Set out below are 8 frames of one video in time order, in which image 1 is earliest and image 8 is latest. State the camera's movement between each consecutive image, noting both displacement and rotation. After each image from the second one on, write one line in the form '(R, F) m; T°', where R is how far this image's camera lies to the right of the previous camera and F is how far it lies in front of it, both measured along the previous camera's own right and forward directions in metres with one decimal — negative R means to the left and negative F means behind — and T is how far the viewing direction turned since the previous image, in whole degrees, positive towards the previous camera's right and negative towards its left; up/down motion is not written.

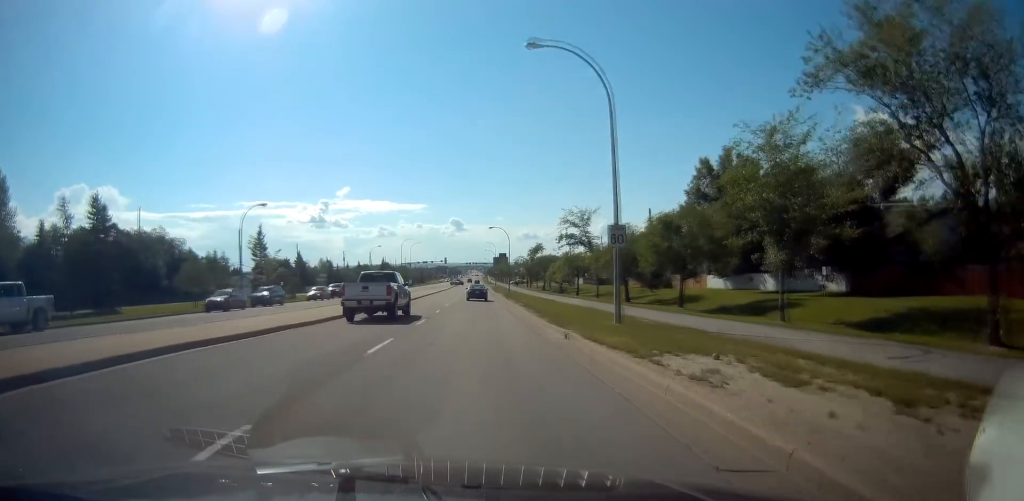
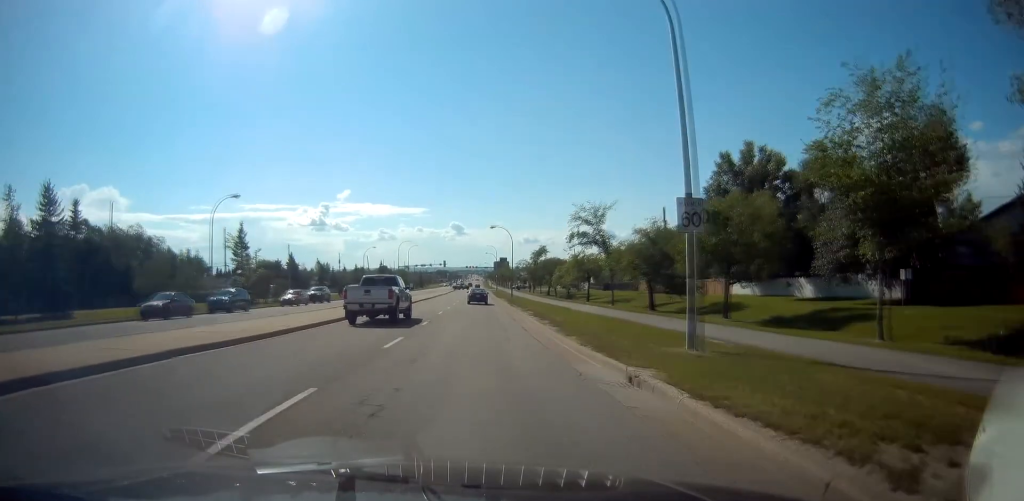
(0.0, +6.7) m; +1°
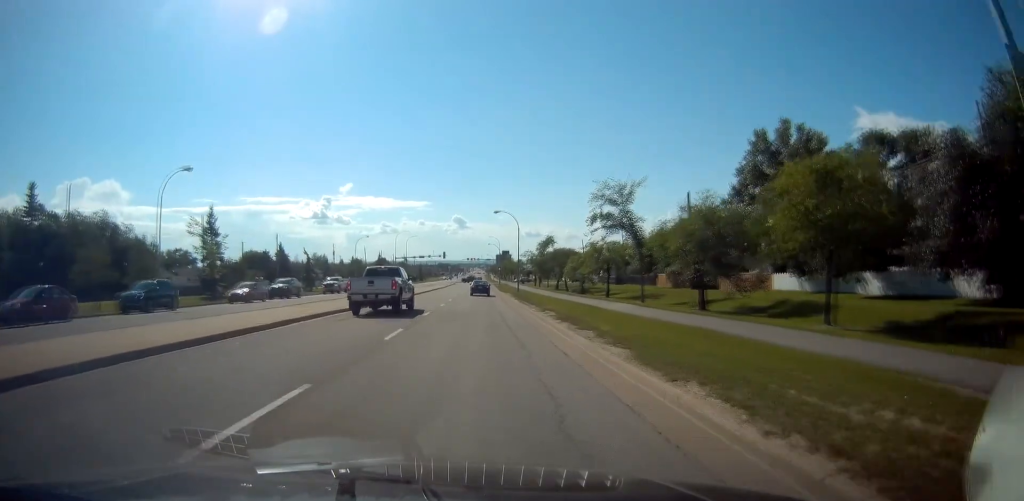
(0.0, +9.1) m; +1°
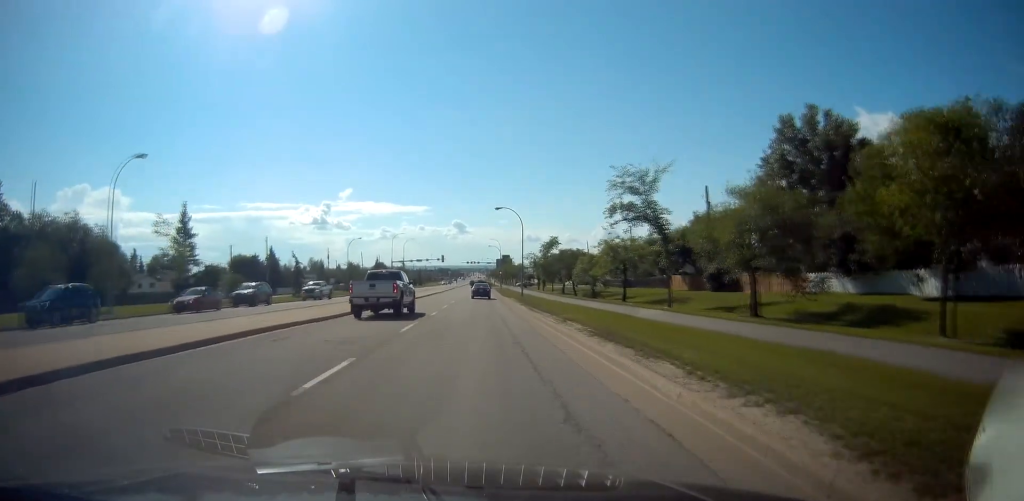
(+0.2, +6.3) m; 0°
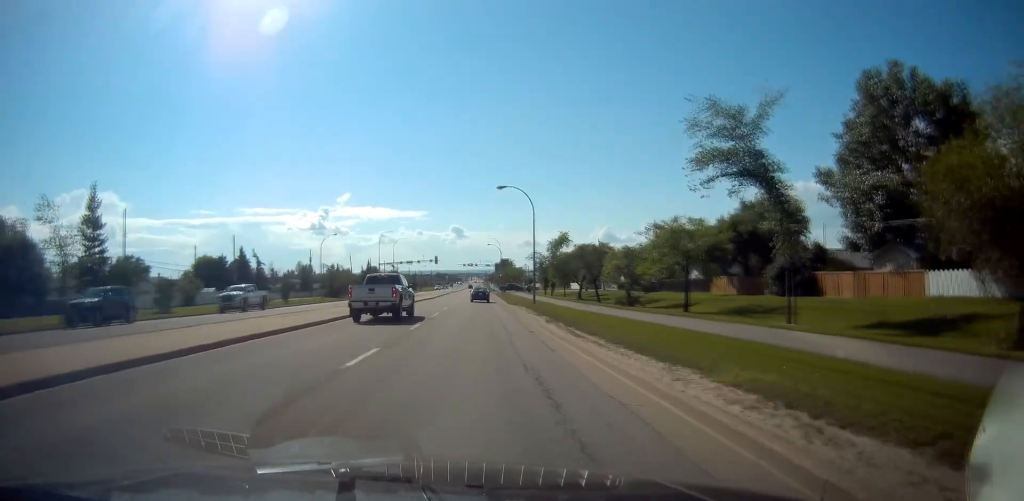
(-0.1, +15.4) m; -1°
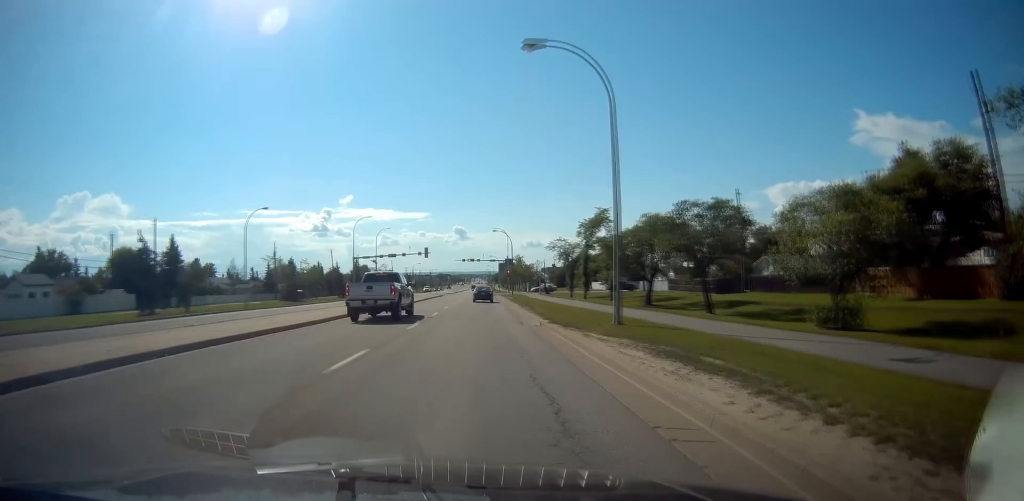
(-0.3, +27.9) m; -1°
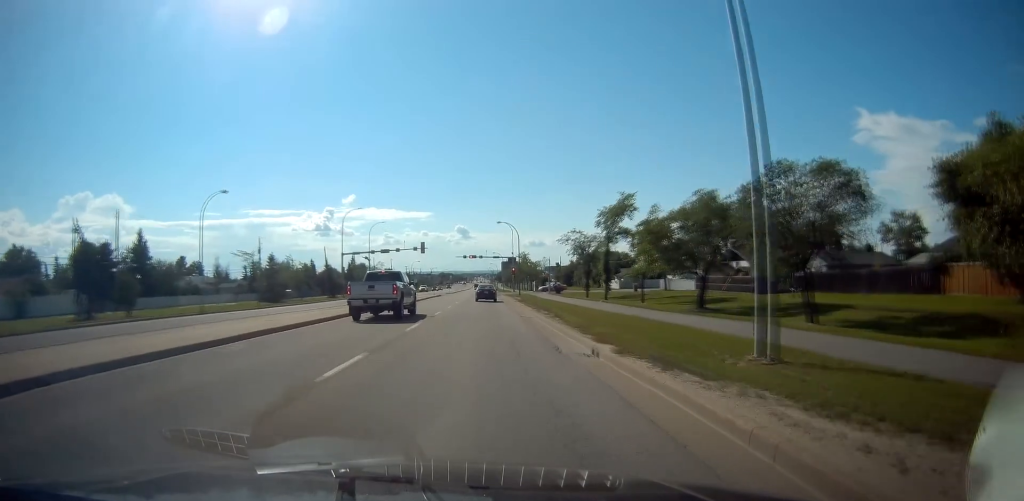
(0.0, +9.8) m; 0°
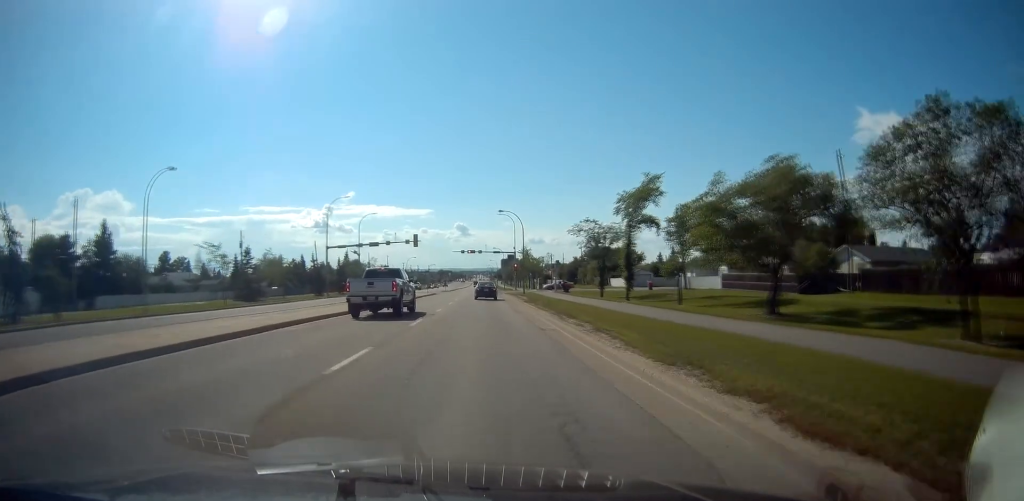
(0.0, +8.5) m; 0°
